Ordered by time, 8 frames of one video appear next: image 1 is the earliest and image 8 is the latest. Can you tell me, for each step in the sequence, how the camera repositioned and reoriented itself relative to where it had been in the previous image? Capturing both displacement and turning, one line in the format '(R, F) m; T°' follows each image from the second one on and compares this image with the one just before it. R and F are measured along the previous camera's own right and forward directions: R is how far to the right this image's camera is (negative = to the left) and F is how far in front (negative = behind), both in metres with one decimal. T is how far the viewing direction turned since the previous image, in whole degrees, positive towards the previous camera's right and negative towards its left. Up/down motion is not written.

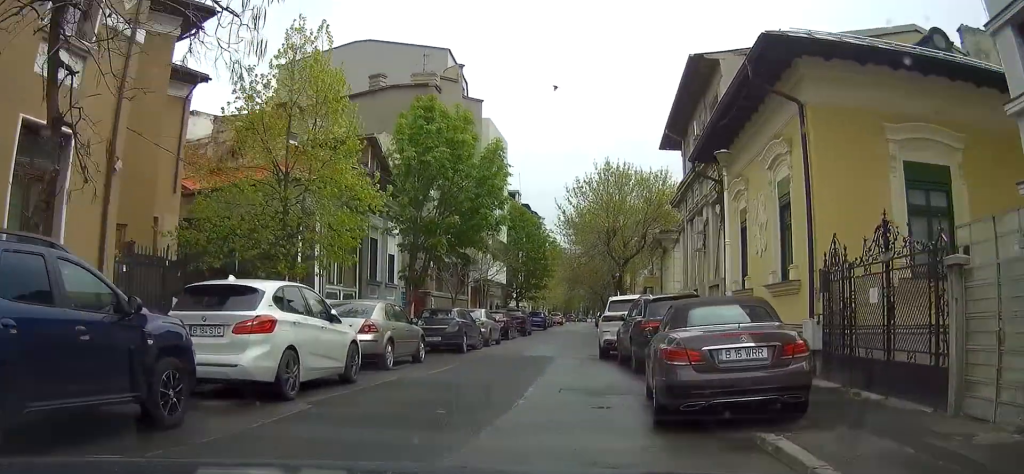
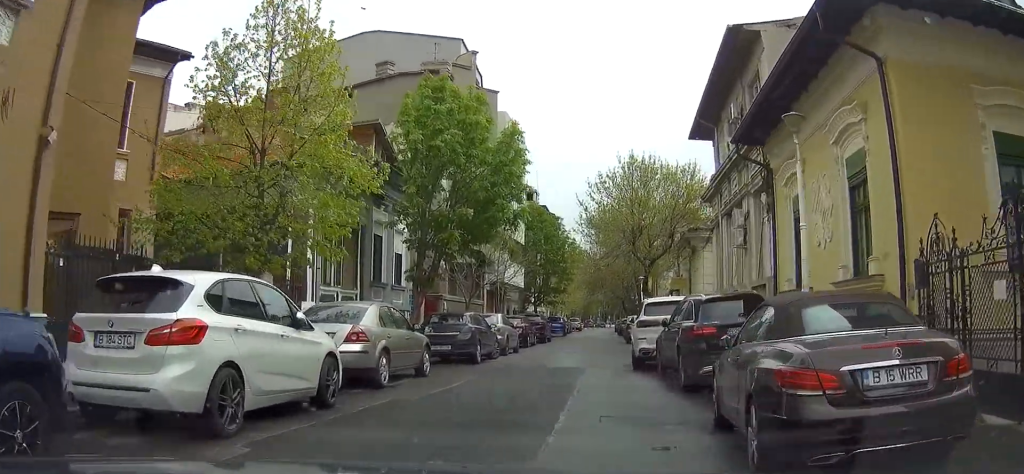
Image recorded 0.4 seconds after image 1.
(-0.1, +2.7) m; +1°
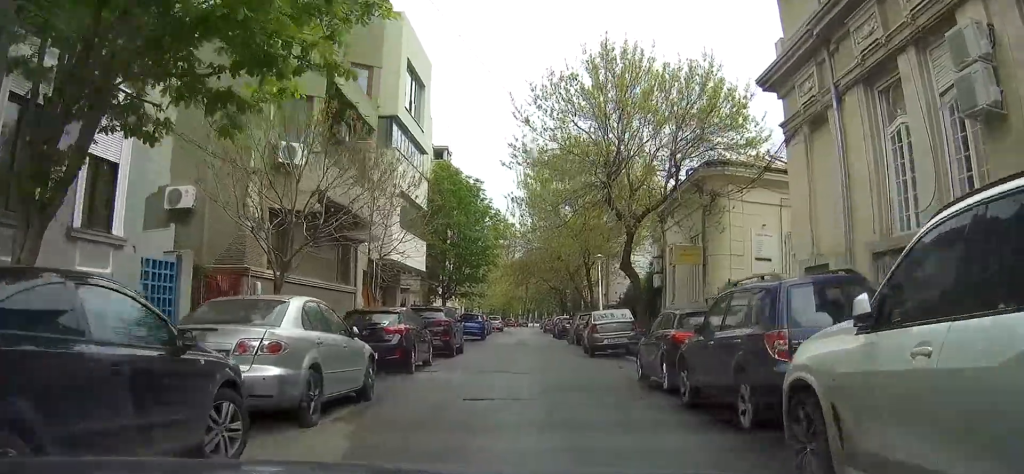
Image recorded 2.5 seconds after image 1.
(+0.9, +15.5) m; +3°
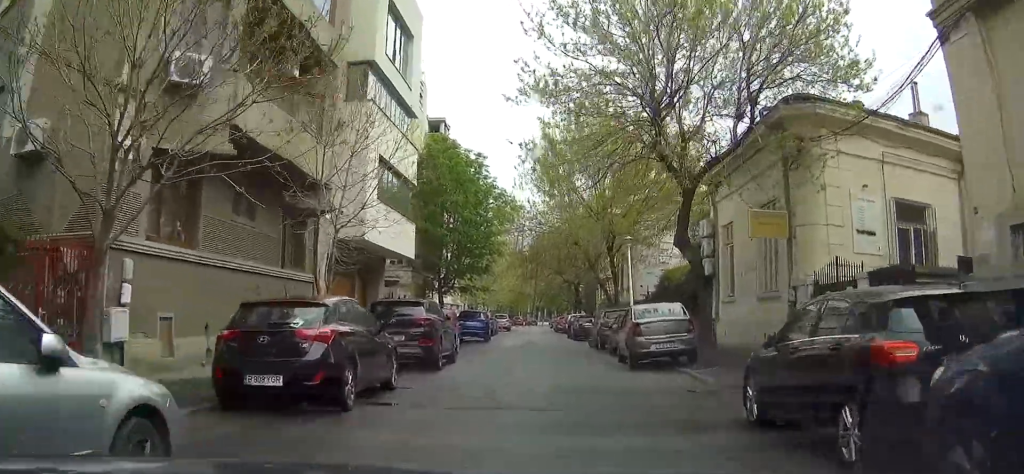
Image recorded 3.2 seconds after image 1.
(0.0, +6.4) m; +5°
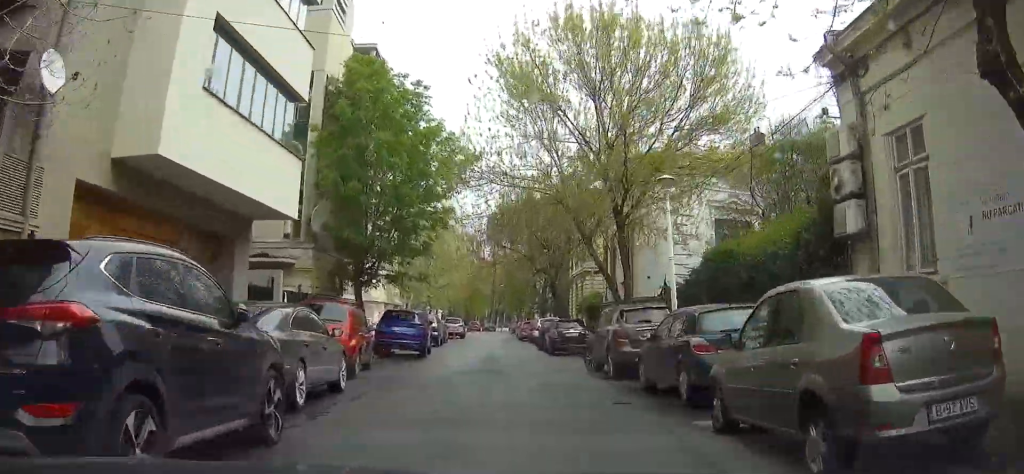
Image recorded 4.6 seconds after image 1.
(+1.2, +11.6) m; +6°
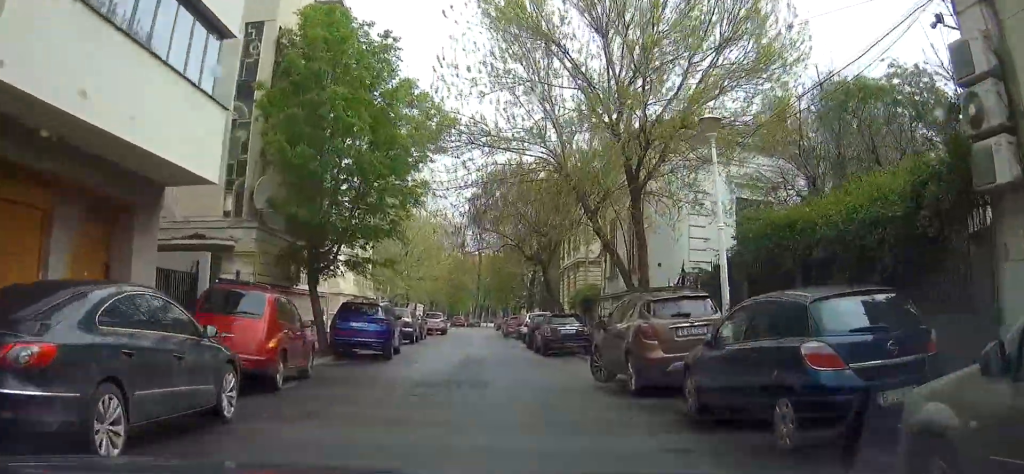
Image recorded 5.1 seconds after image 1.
(-0.3, +4.1) m; -1°
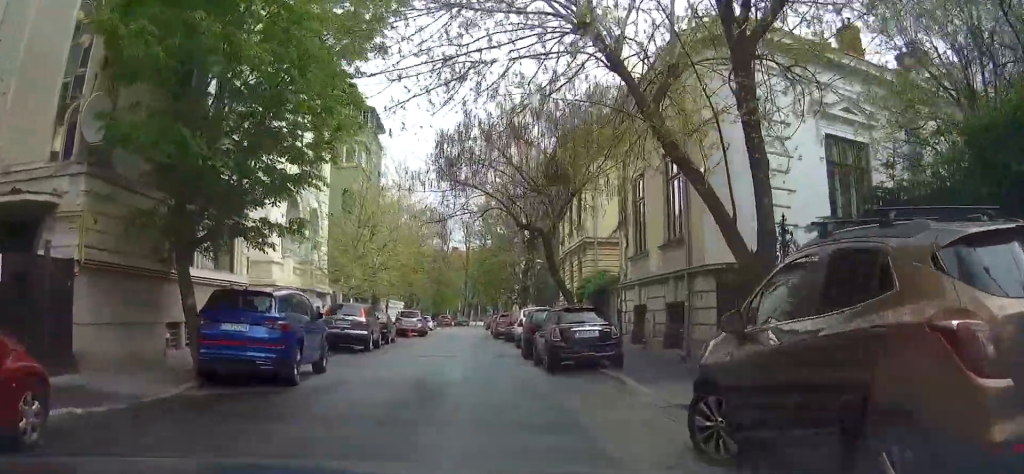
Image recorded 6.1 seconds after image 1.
(-0.1, +8.1) m; -3°
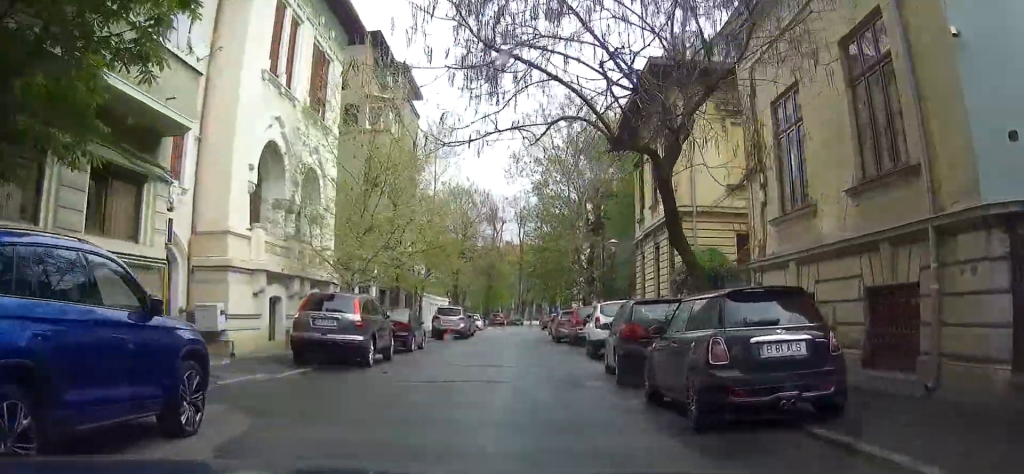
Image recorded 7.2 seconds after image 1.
(-0.3, +8.4) m; -5°
